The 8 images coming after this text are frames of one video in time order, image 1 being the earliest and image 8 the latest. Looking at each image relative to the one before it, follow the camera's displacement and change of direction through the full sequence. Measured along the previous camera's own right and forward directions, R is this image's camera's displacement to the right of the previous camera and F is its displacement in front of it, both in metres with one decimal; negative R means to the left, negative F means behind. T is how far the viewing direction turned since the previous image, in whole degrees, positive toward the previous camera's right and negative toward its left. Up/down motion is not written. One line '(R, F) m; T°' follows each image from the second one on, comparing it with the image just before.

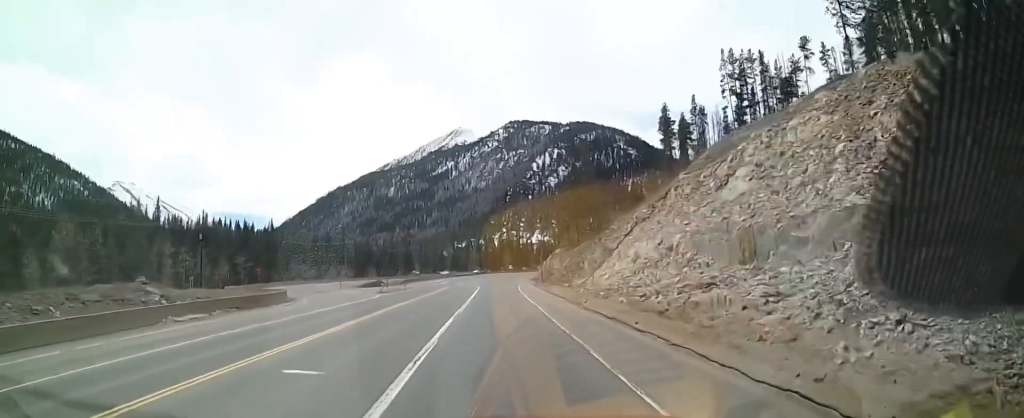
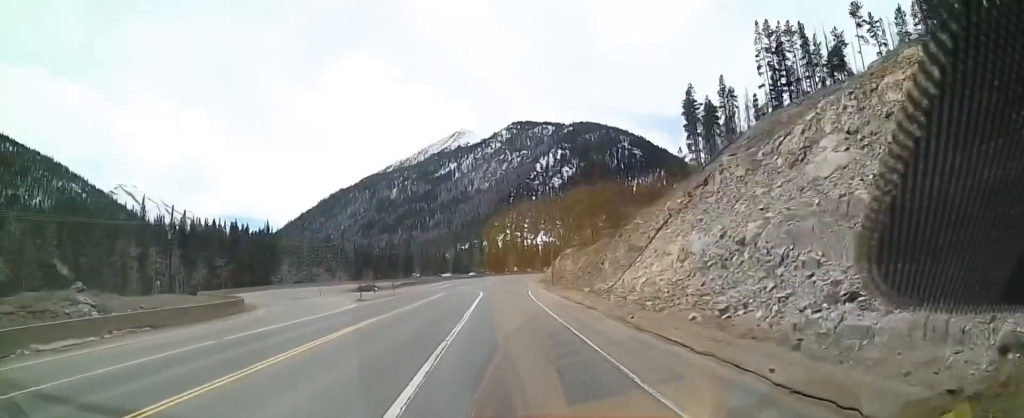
(0.0, +10.3) m; 0°
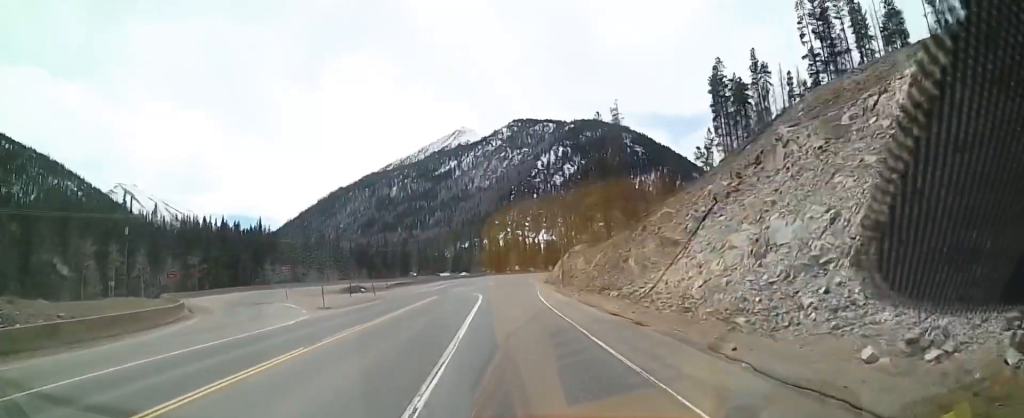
(0.0, +10.1) m; 0°
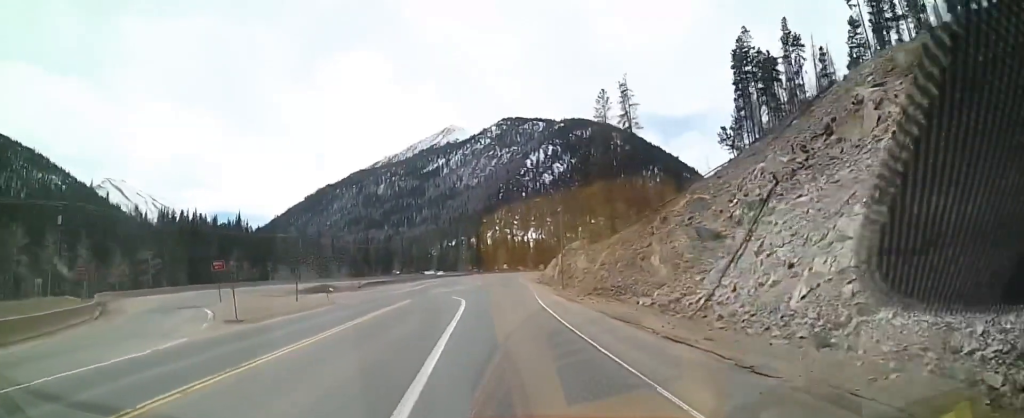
(0.0, +10.5) m; +1°
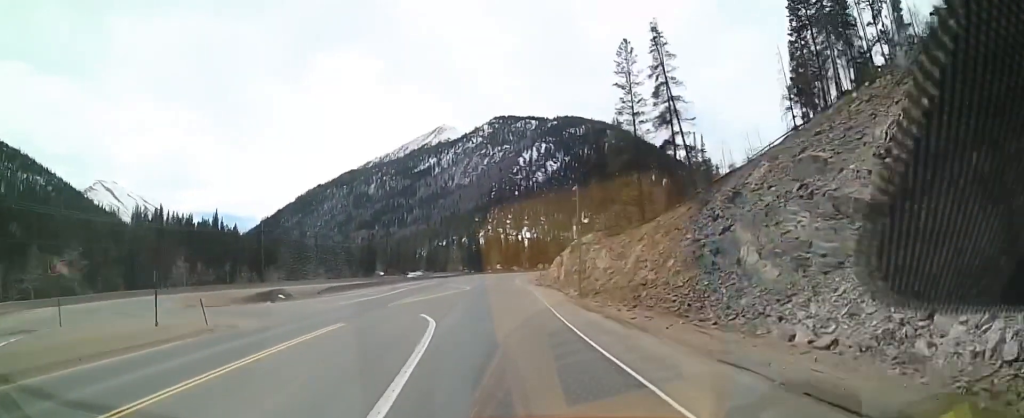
(+0.4, +15.8) m; +1°
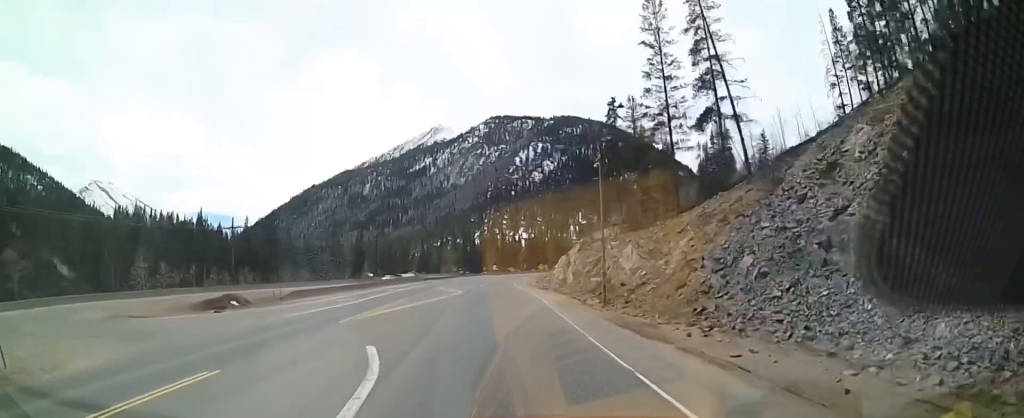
(-0.1, +10.5) m; -1°
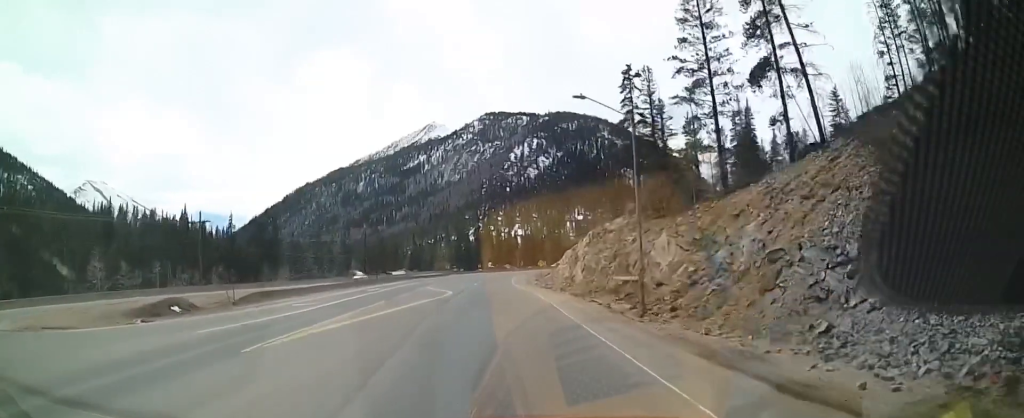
(-0.2, +9.1) m; -1°
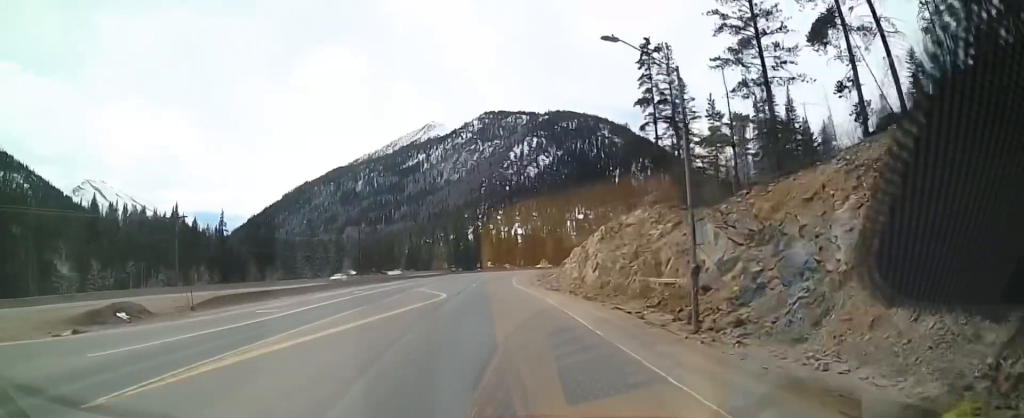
(0.0, +6.4) m; +1°
